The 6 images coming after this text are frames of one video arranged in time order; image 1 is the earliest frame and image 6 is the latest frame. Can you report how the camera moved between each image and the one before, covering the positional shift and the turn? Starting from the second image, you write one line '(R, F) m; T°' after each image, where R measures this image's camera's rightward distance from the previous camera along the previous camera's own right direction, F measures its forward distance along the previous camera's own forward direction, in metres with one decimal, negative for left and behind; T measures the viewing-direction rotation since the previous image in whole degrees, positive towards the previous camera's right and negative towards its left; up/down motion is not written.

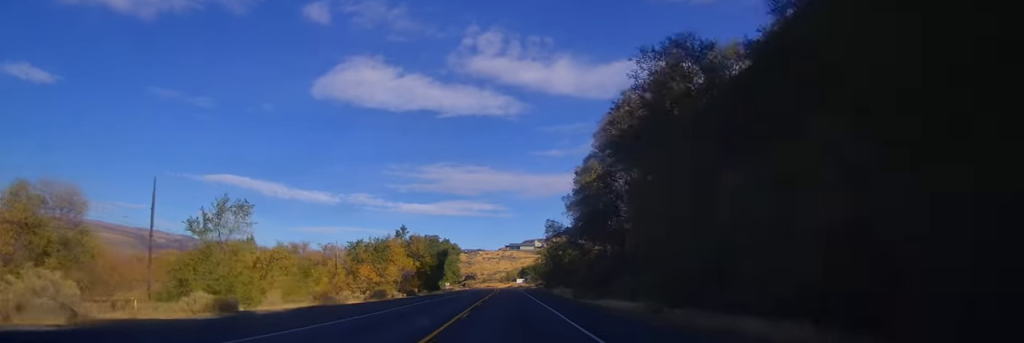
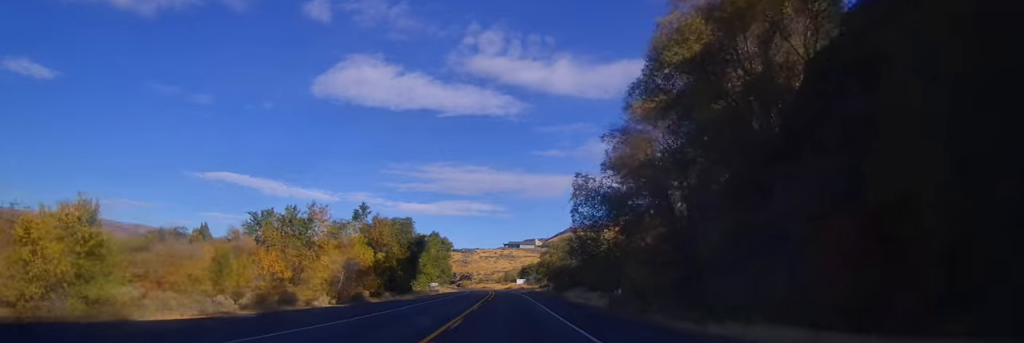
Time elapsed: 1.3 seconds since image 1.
(0.0, +27.6) m; -2°
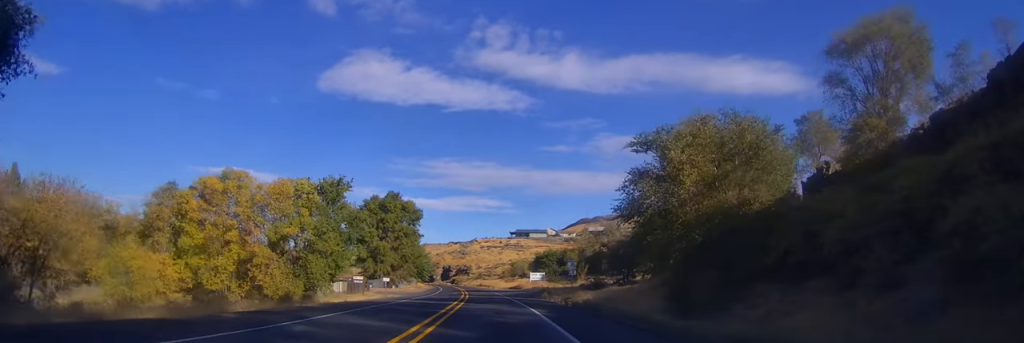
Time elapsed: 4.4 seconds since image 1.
(+0.8, +67.4) m; +2°
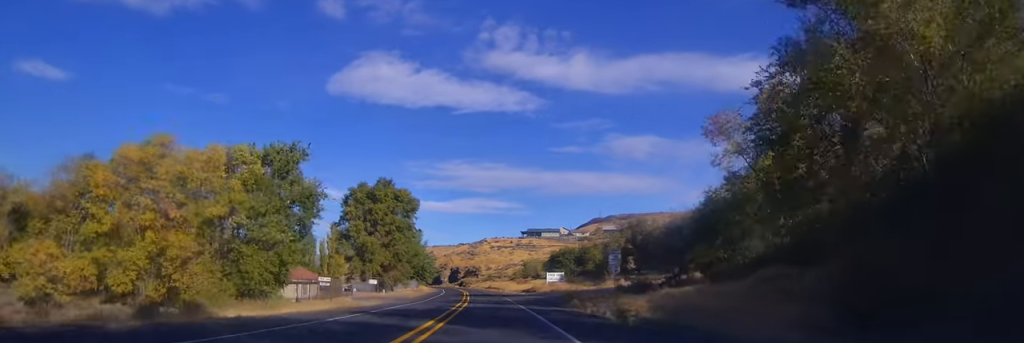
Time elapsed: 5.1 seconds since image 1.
(0.0, +15.2) m; -1°
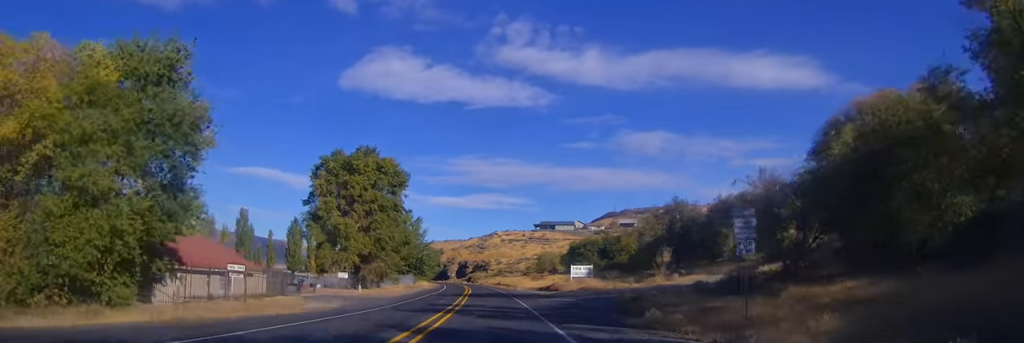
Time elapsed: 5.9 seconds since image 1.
(-0.2, +18.0) m; -2°
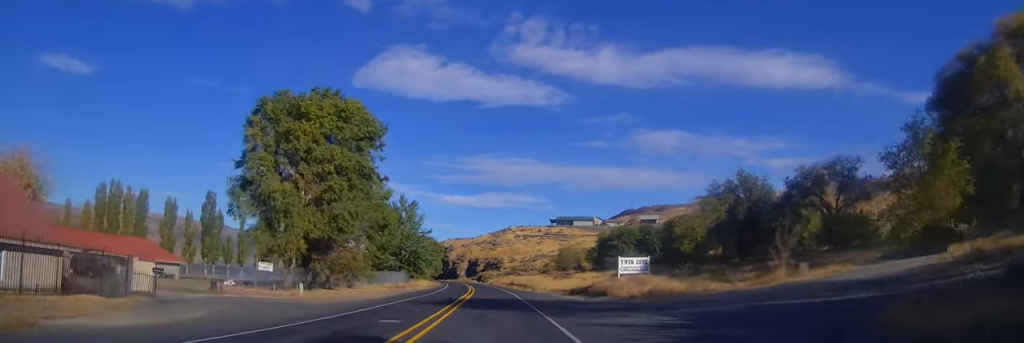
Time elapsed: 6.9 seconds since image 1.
(-0.4, +20.6) m; -1°
